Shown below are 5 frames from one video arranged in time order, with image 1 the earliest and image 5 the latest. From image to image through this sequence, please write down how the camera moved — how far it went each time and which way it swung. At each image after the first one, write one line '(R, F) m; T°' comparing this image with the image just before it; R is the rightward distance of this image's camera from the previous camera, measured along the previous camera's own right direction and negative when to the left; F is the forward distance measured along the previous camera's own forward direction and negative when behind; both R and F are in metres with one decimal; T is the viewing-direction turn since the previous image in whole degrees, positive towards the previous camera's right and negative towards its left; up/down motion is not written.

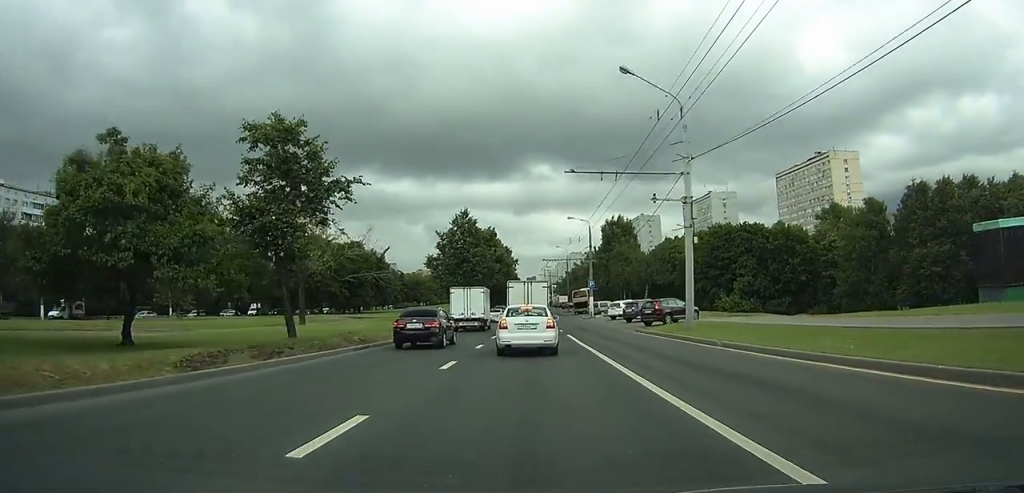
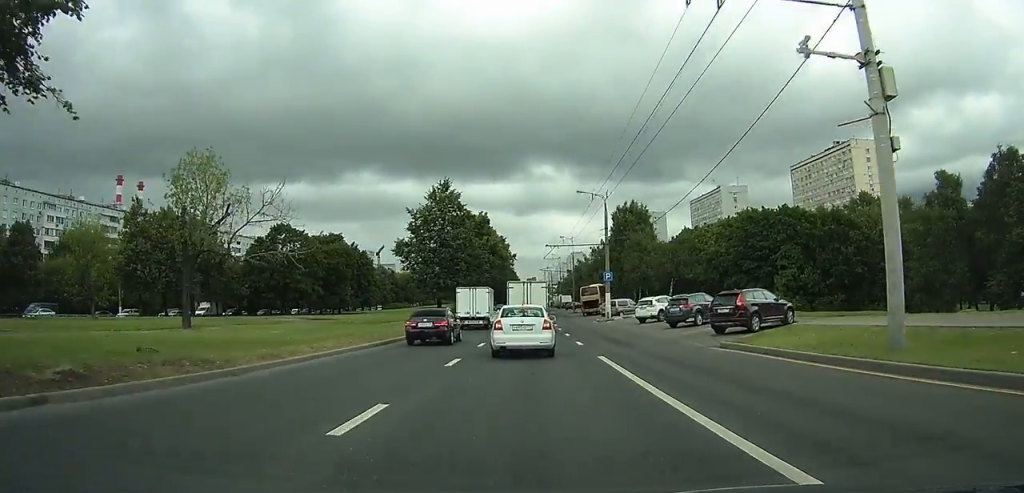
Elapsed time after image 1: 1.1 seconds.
(0.0, +15.3) m; 0°
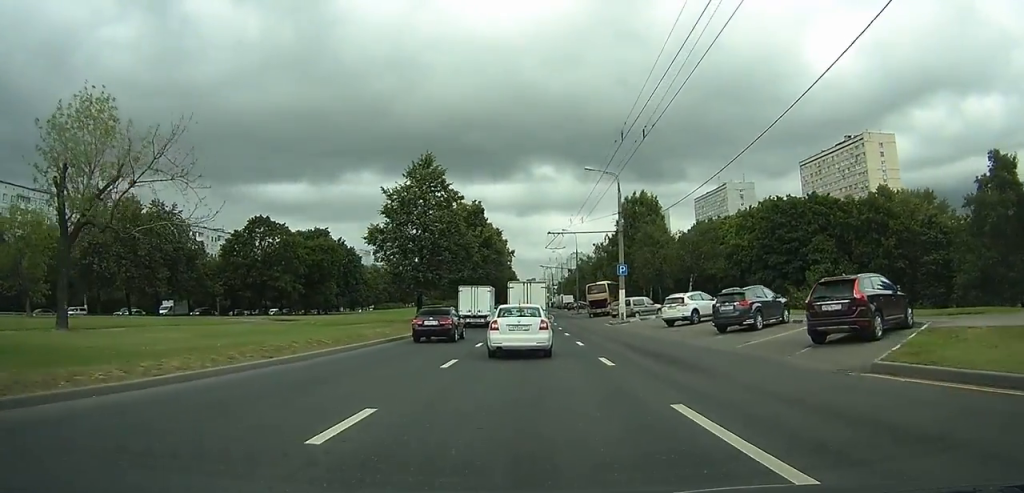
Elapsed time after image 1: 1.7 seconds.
(0.0, +8.7) m; 0°
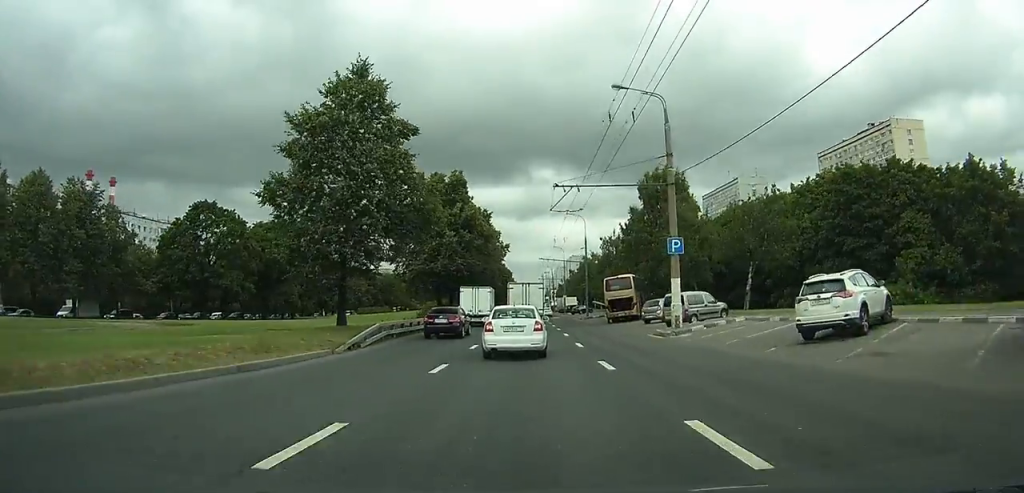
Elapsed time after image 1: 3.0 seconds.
(0.0, +17.2) m; 0°
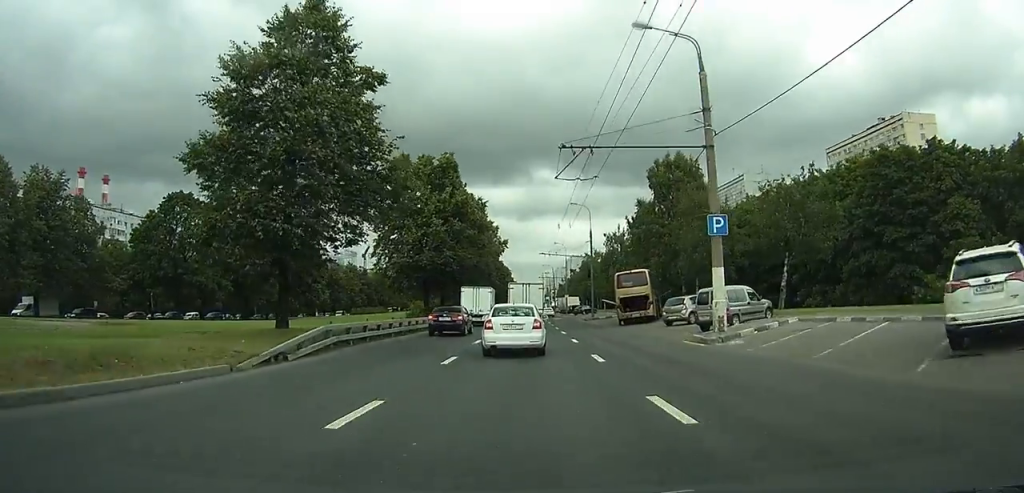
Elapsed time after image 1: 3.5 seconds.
(0.0, +6.3) m; 0°
